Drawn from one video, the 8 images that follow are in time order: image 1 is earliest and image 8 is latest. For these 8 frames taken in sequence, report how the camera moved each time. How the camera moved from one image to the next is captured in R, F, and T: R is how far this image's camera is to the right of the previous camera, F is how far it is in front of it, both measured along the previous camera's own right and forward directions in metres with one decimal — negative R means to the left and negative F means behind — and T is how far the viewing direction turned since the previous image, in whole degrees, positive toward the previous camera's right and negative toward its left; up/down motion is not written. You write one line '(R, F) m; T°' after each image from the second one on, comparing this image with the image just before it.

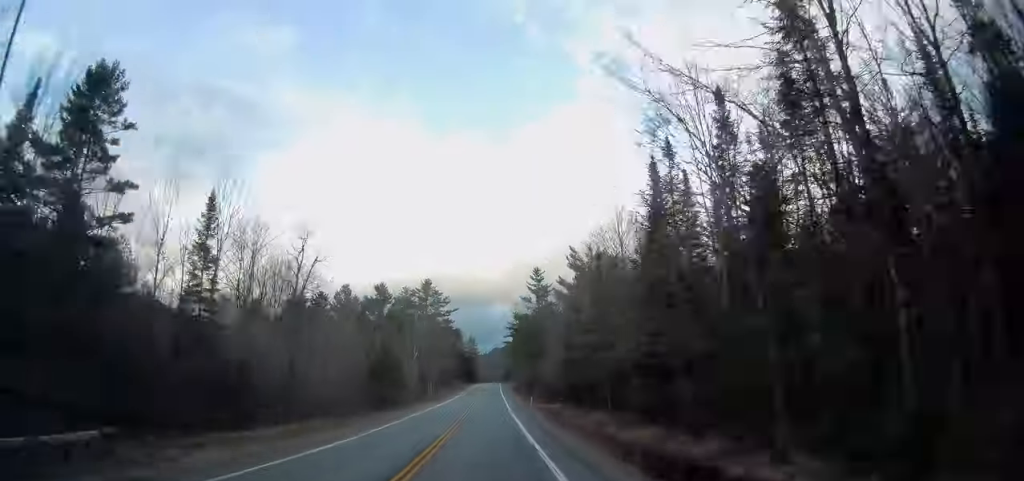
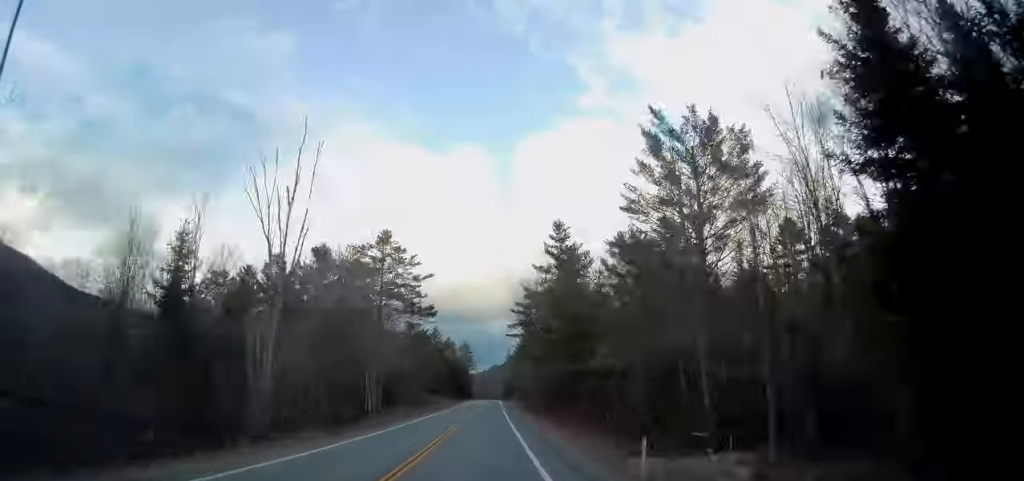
(0.0, +46.8) m; 0°
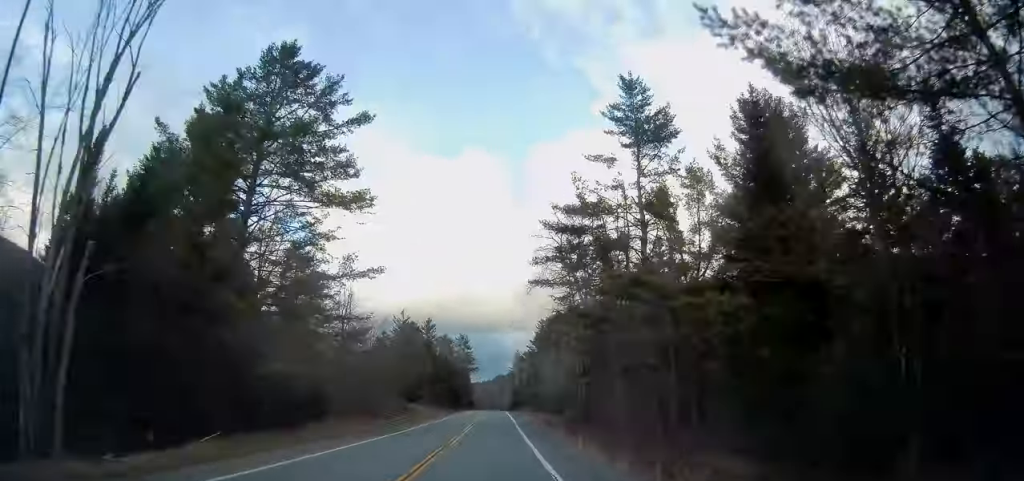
(-0.3, +43.3) m; 0°
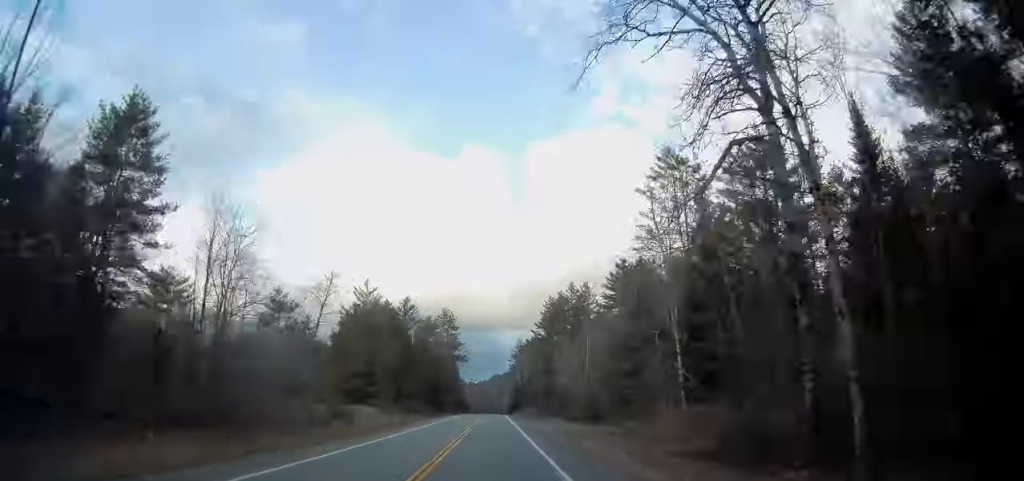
(-0.3, +40.1) m; 0°
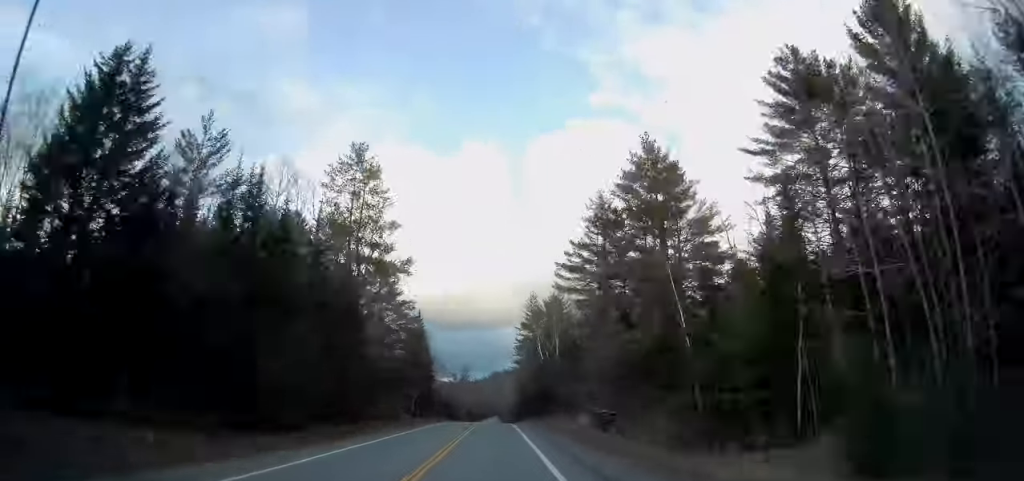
(+0.6, +70.3) m; +1°
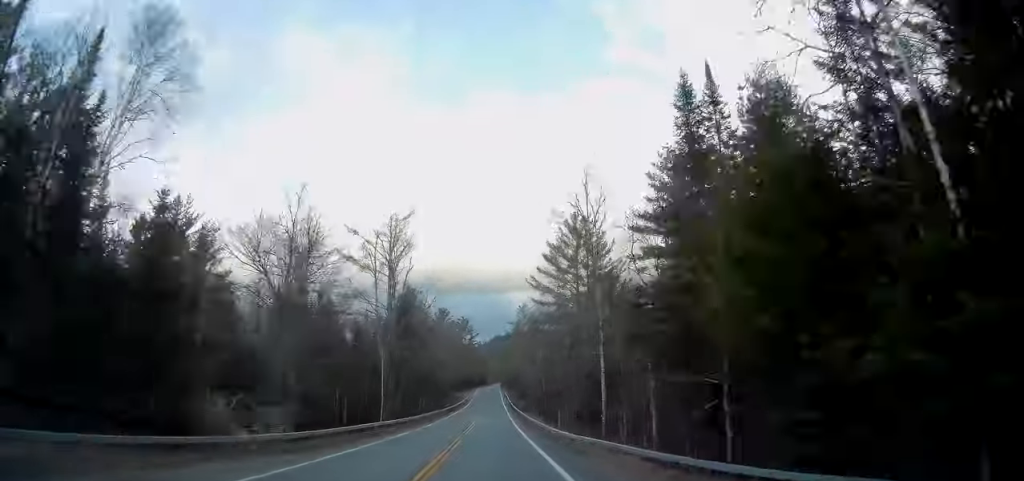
(+0.9, +148.6) m; 0°
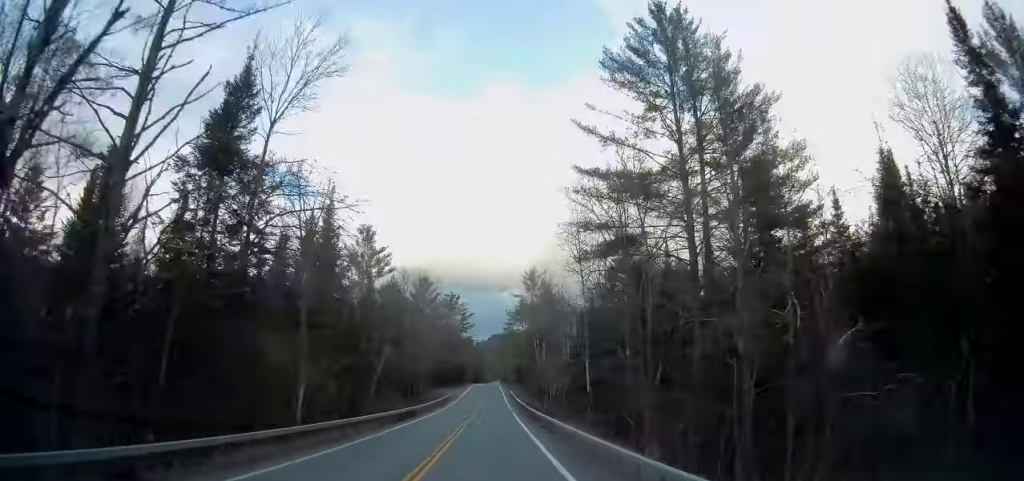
(+0.1, +45.2) m; 0°
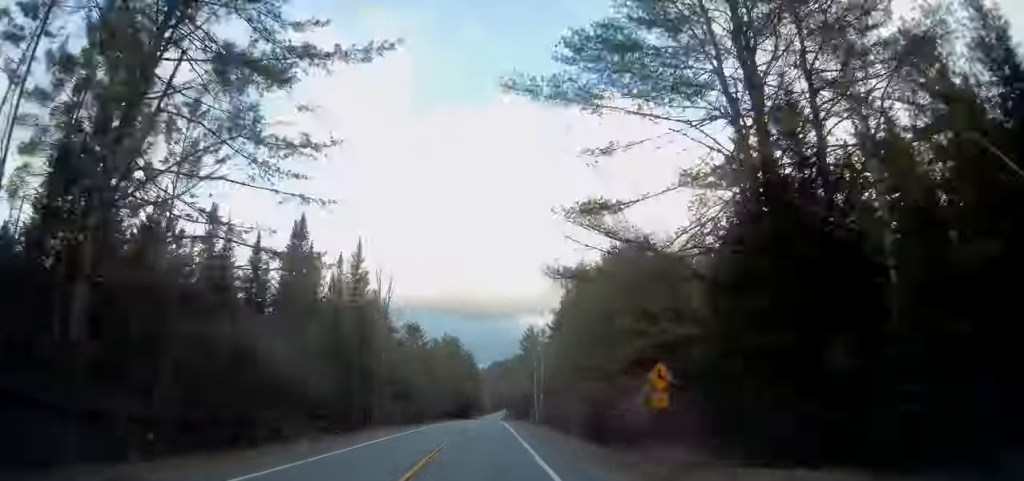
(-0.5, +134.8) m; 0°
